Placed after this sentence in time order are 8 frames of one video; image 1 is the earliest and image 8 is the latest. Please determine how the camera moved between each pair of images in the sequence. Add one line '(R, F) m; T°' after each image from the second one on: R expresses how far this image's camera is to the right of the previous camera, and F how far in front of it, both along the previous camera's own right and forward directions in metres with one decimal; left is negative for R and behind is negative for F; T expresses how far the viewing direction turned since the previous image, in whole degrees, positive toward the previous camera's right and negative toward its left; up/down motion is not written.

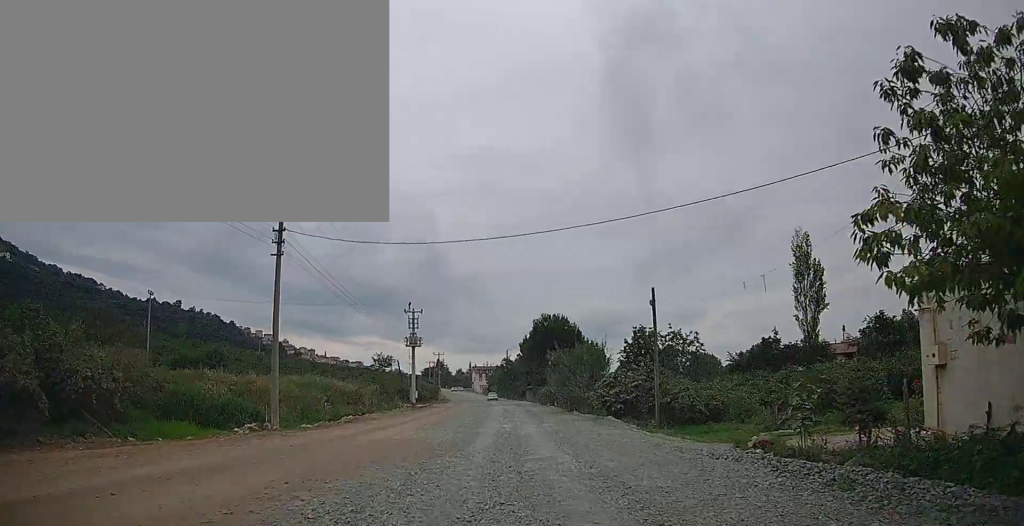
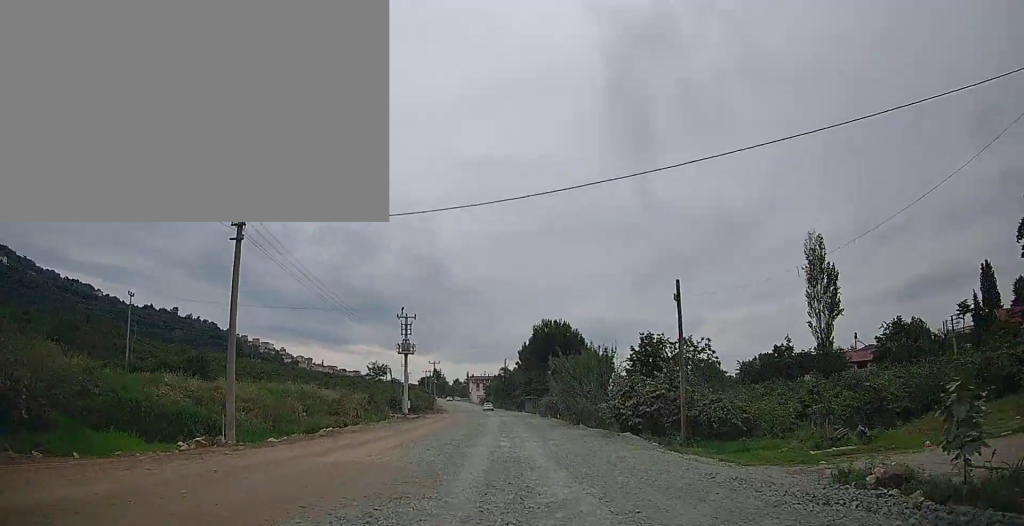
(0.0, +4.0) m; 0°
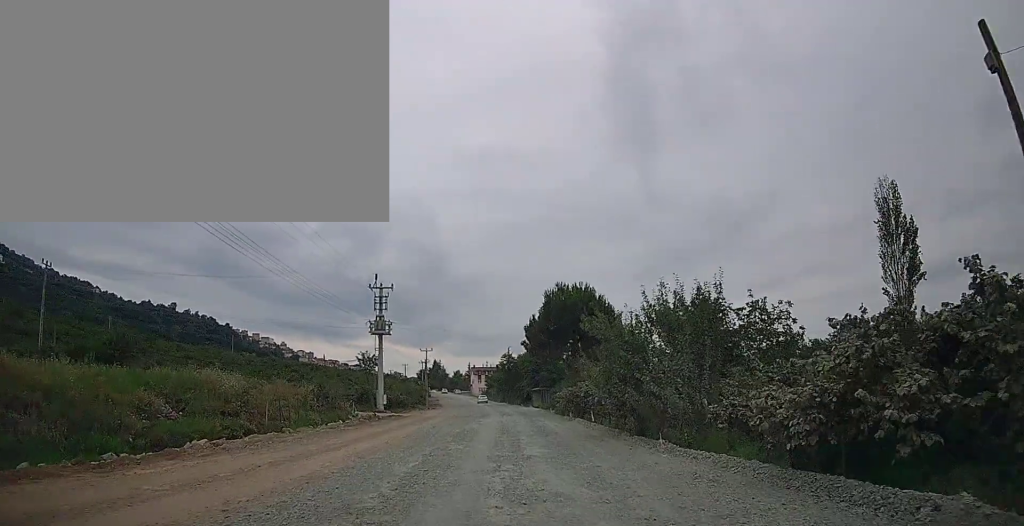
(+0.1, +14.5) m; +1°
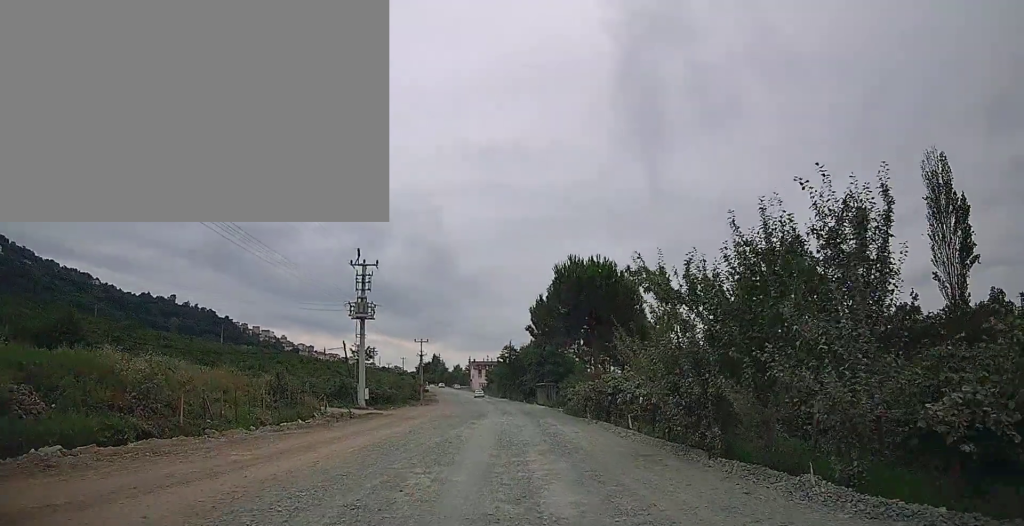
(0.0, +7.4) m; 0°
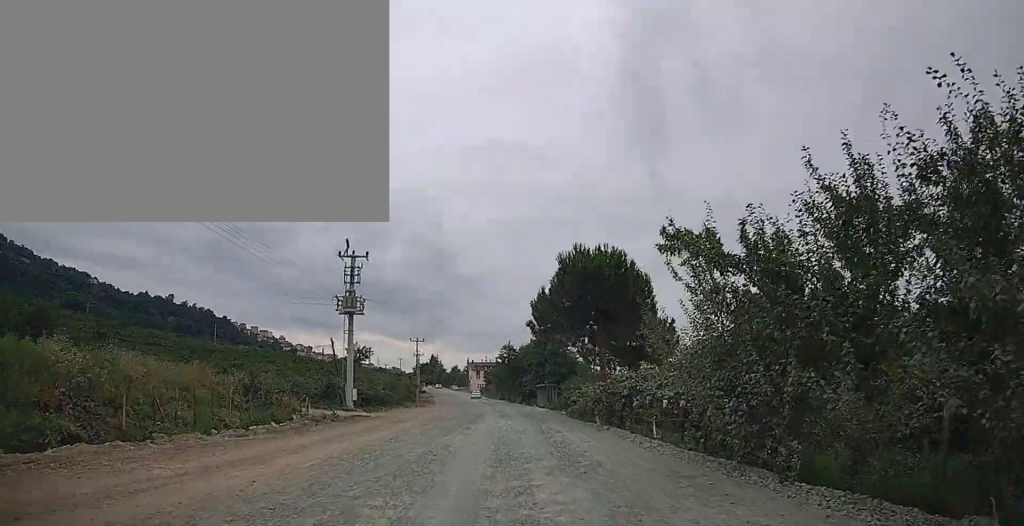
(0.0, +2.8) m; 0°
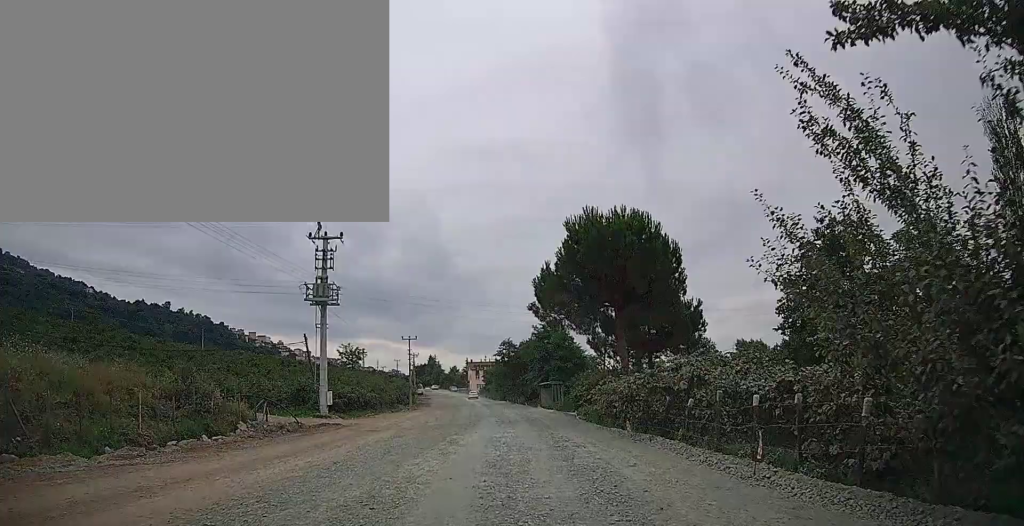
(0.0, +5.9) m; 0°
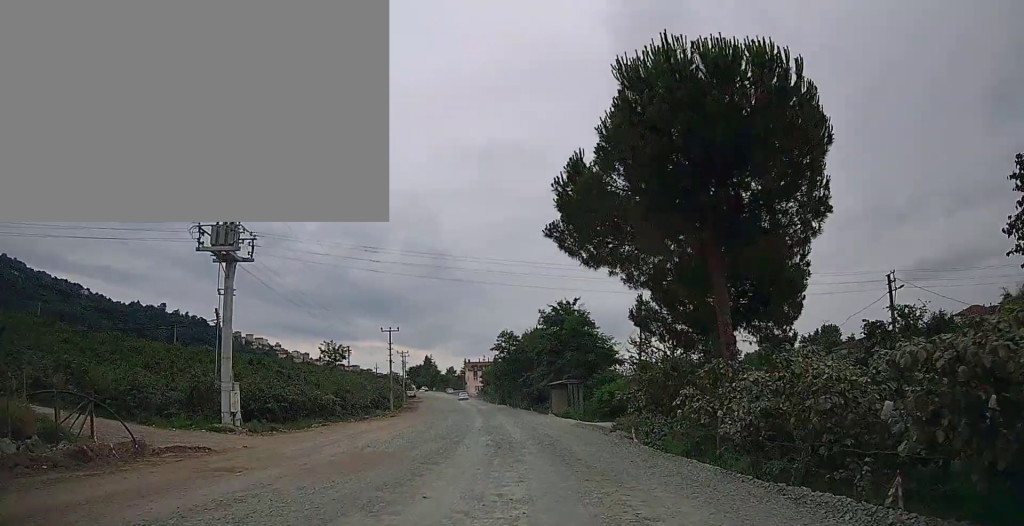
(0.0, +12.7) m; -1°
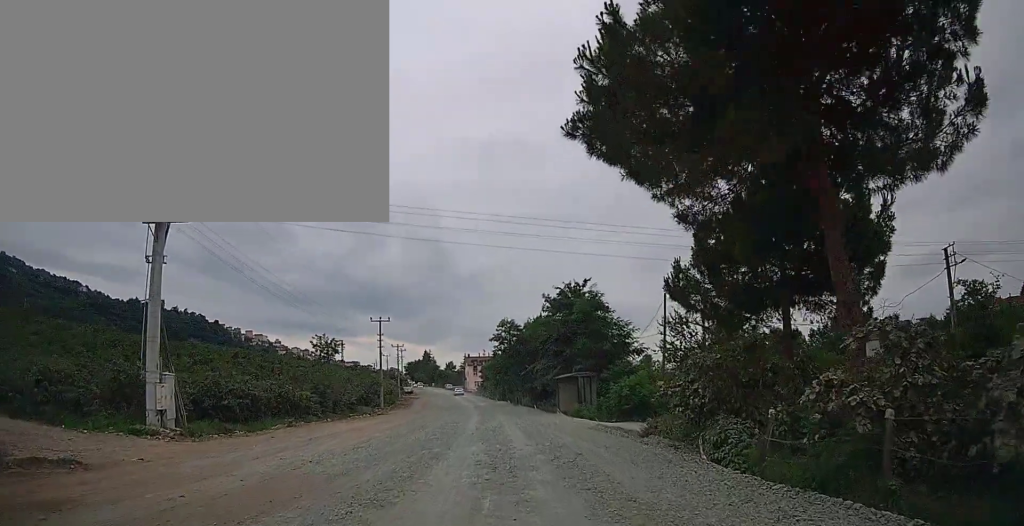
(0.0, +5.4) m; -1°
